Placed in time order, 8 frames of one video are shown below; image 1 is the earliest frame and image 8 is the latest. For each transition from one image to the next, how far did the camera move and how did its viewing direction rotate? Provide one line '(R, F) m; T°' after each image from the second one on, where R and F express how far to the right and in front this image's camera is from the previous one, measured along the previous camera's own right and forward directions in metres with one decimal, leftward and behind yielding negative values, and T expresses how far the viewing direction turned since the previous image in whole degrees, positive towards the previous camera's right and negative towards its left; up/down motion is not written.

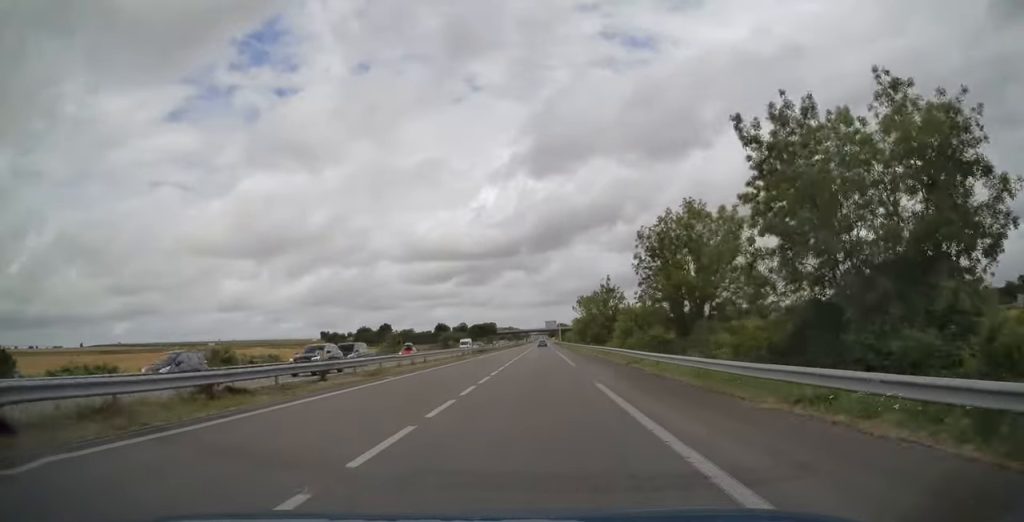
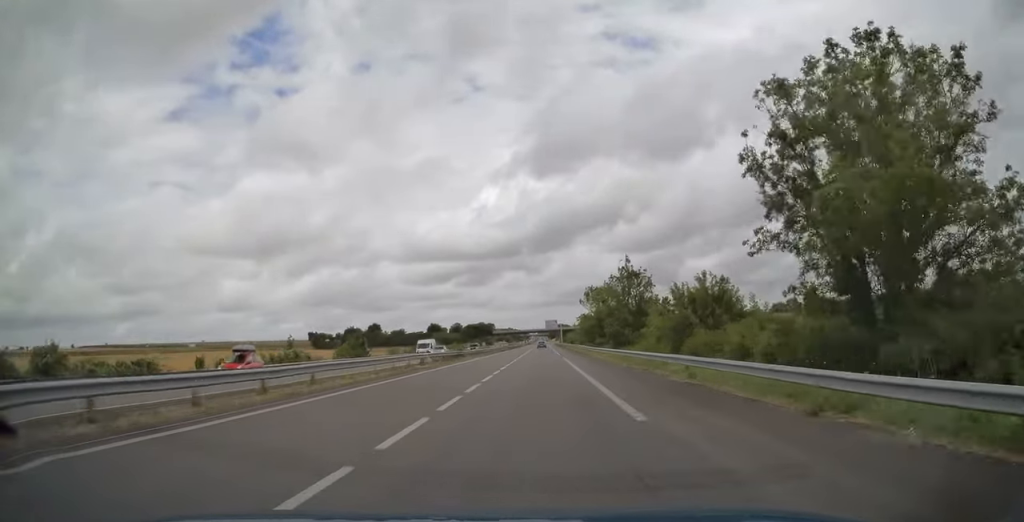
(+0.1, +20.8) m; 0°
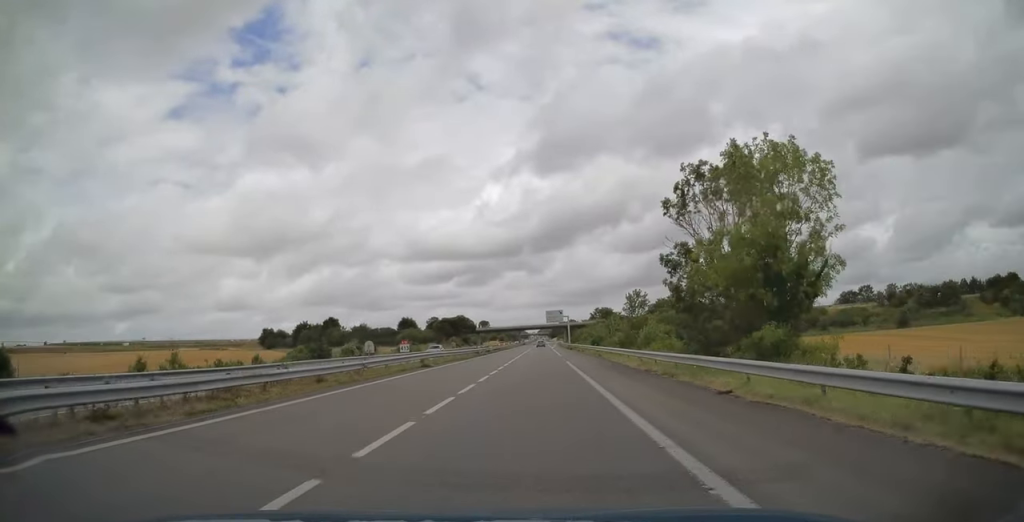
(-0.1, +62.6) m; 0°
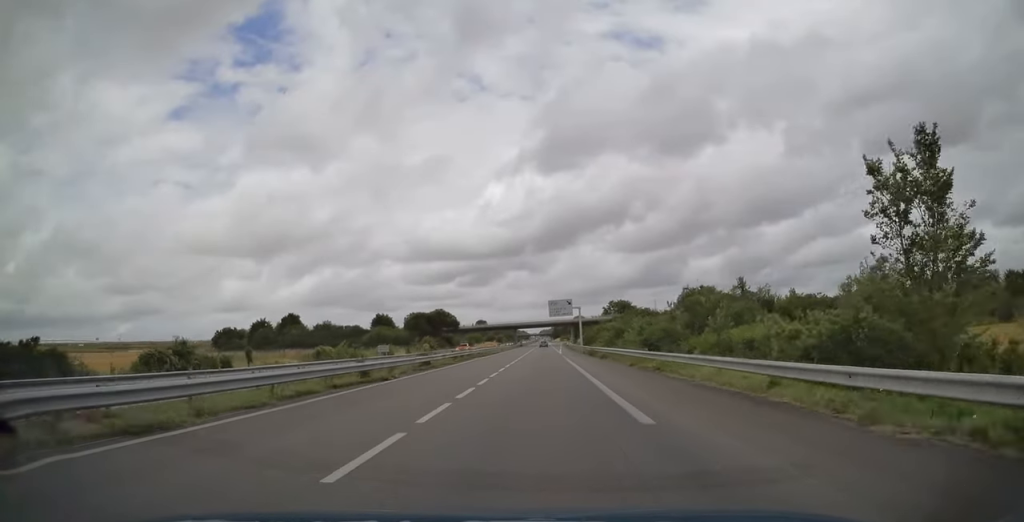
(-0.1, +41.1) m; 0°
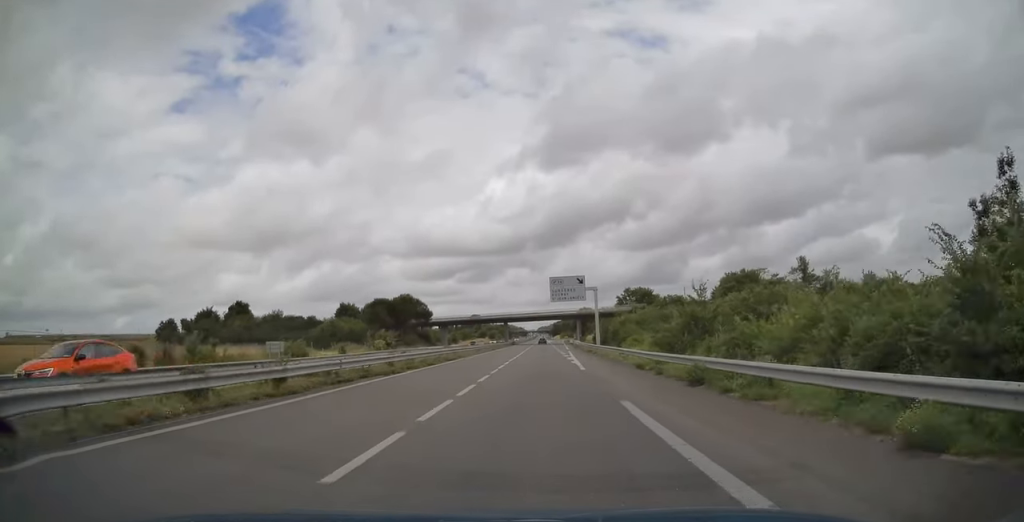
(+0.1, +35.8) m; 0°
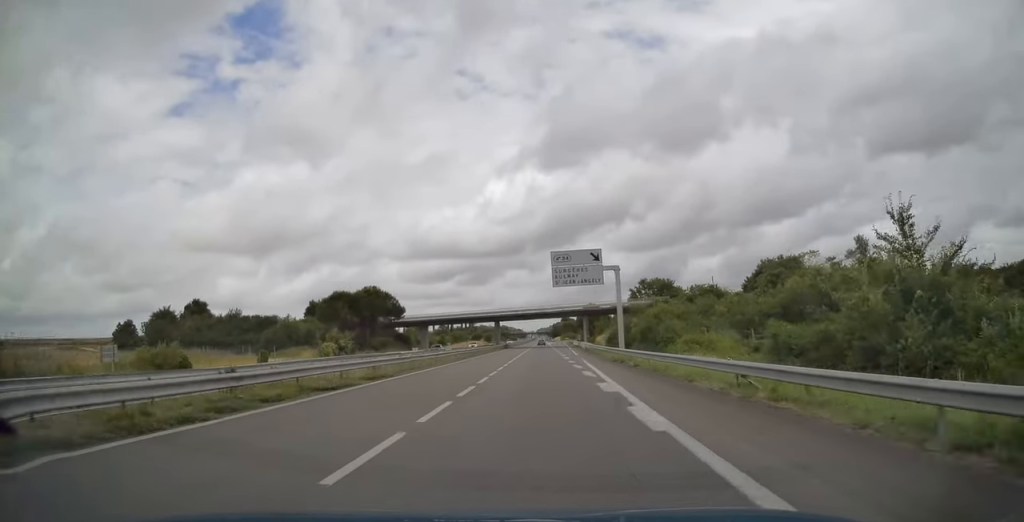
(-0.1, +22.5) m; 0°
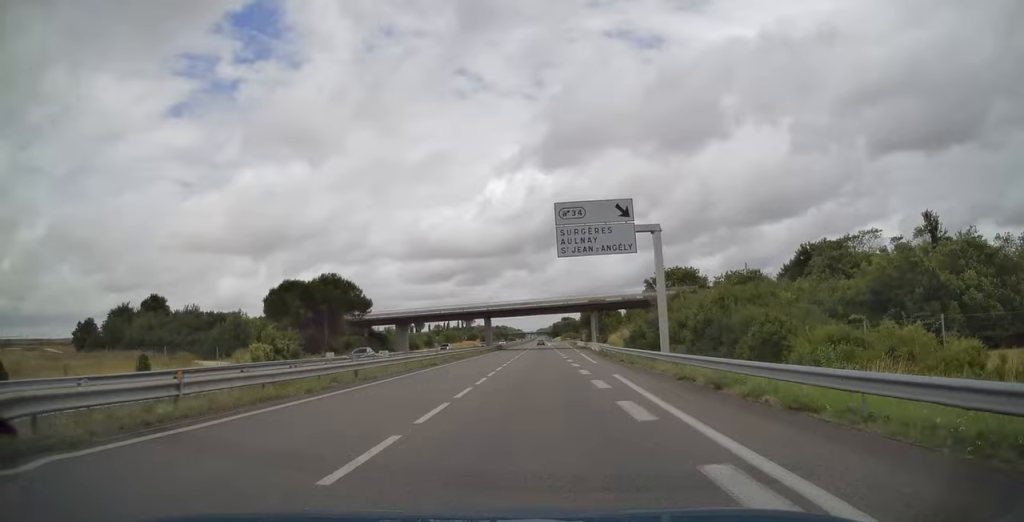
(+0.1, +18.2) m; 0°
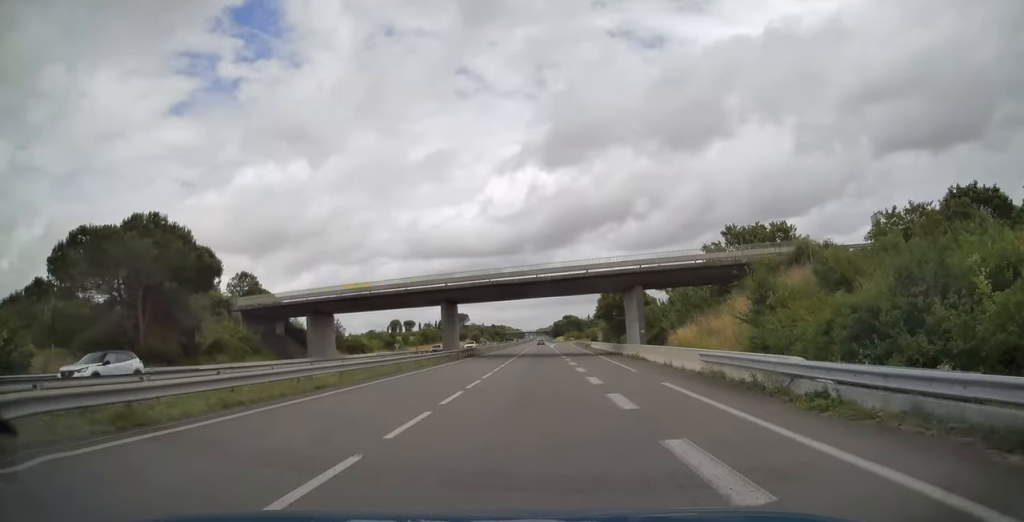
(0.0, +37.4) m; 0°
